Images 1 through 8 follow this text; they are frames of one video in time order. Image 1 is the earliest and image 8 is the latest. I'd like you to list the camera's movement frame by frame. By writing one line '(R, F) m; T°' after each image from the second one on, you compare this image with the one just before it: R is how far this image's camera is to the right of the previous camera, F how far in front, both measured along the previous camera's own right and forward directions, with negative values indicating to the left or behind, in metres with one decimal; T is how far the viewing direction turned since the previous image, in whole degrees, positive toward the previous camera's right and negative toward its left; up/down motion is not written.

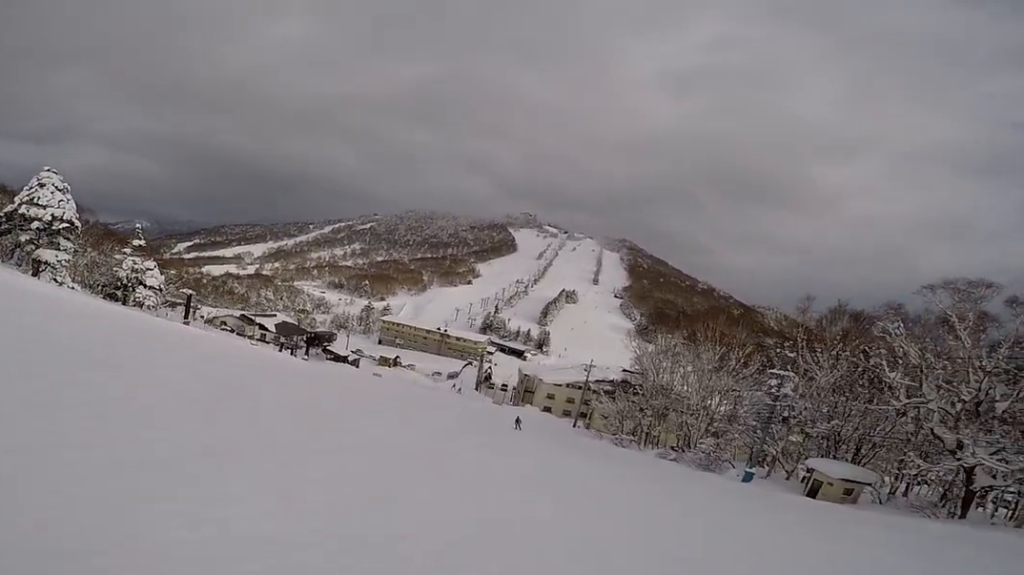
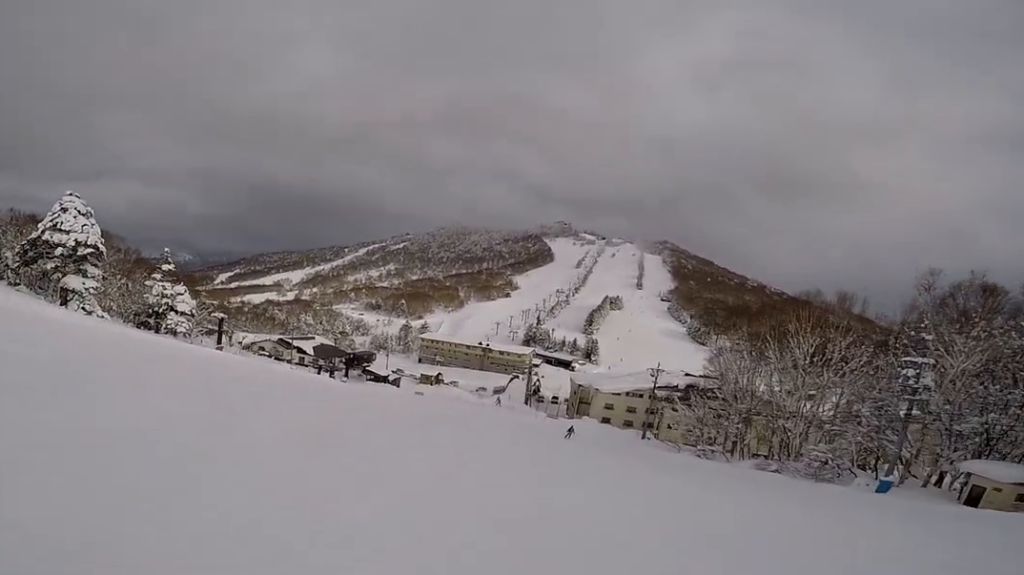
(-0.7, +4.3) m; -9°
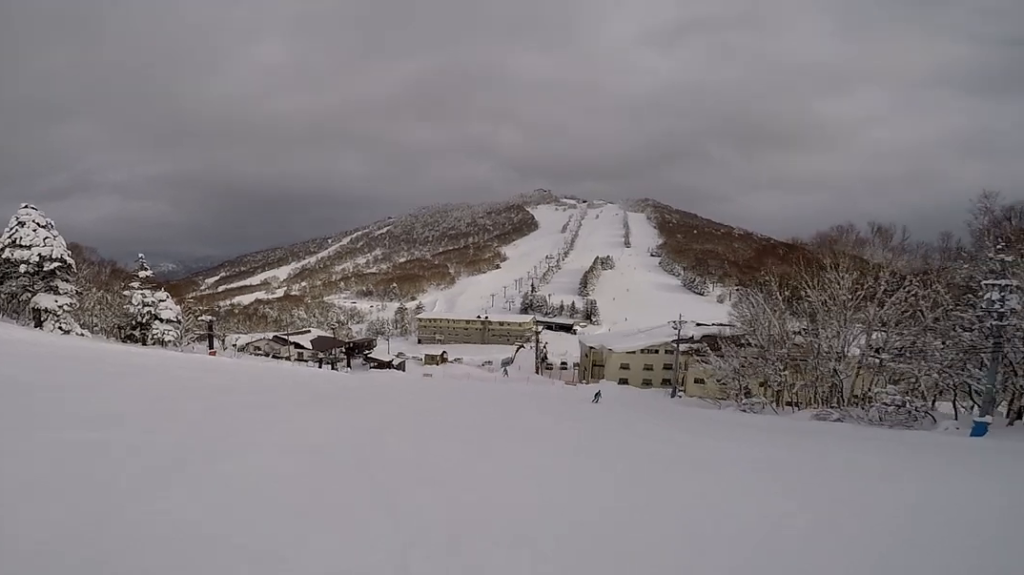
(-0.1, +3.7) m; 0°
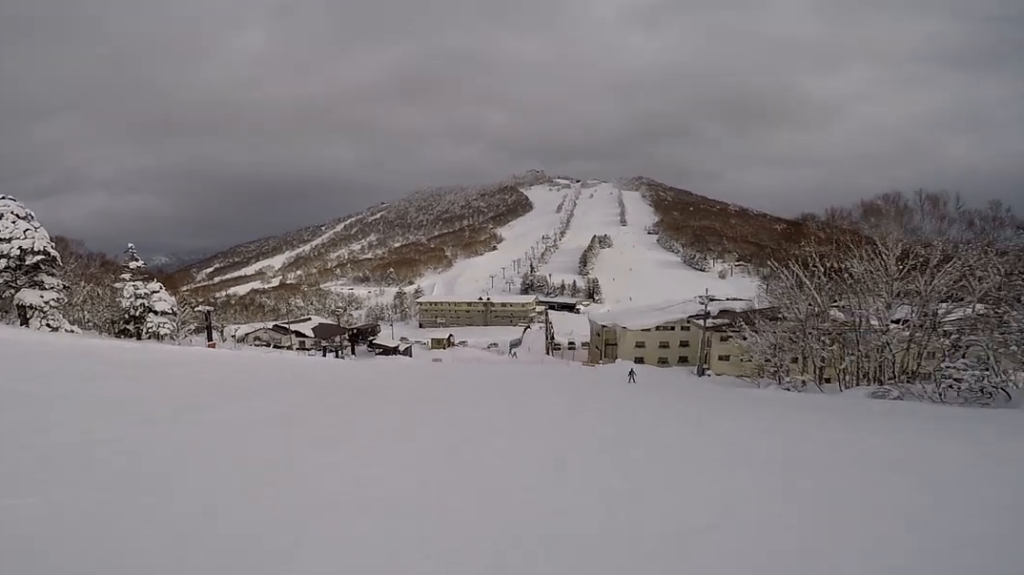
(0.0, +3.5) m; +5°
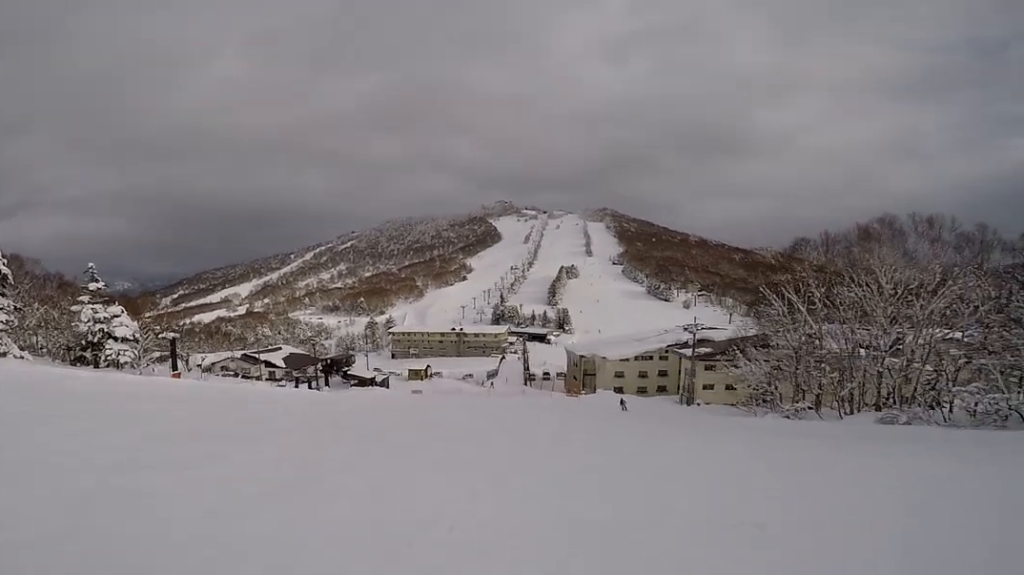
(-0.2, +3.1) m; +8°
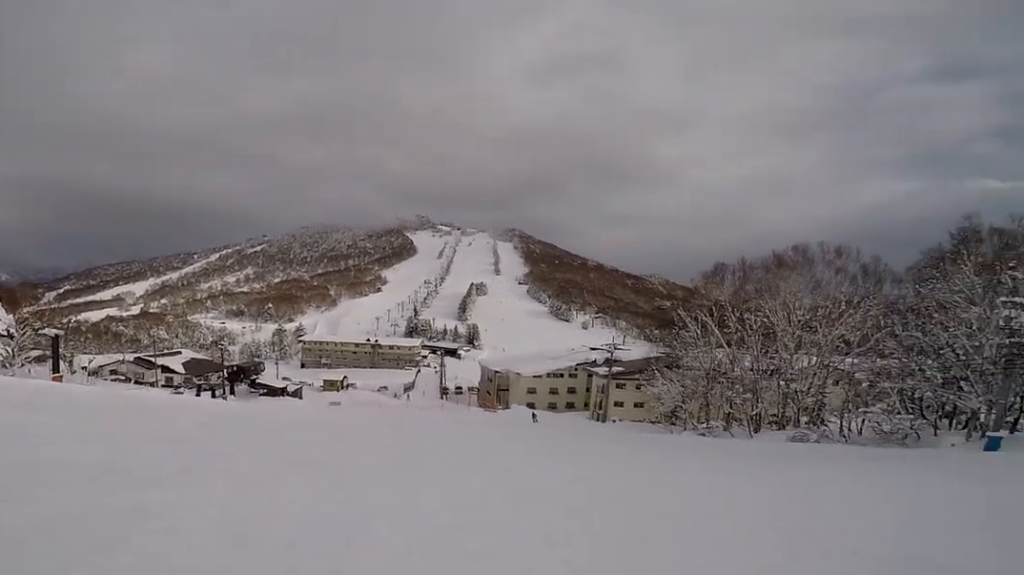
(+0.3, +2.9) m; +11°
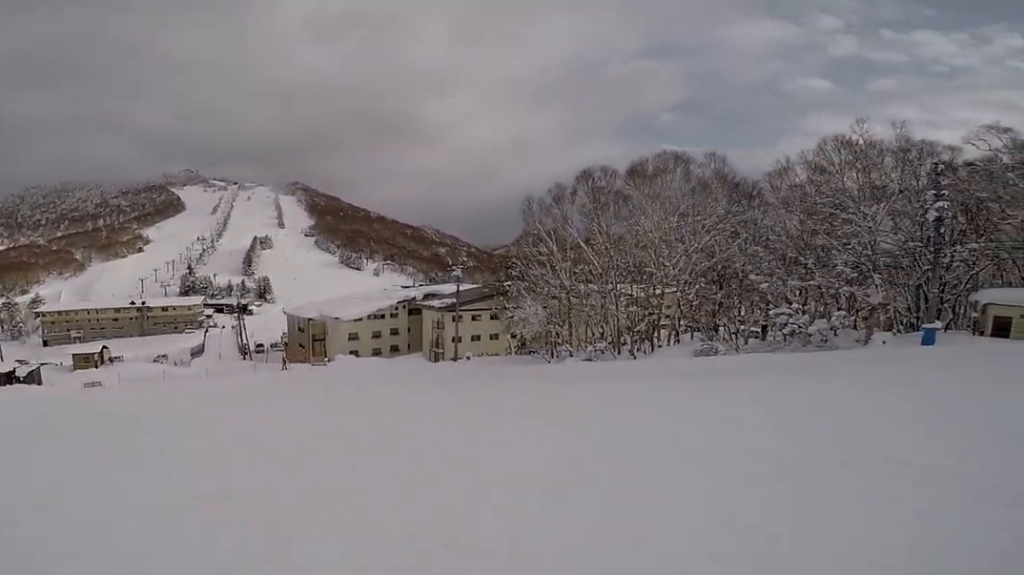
(+6.8, +10.2) m; +56°
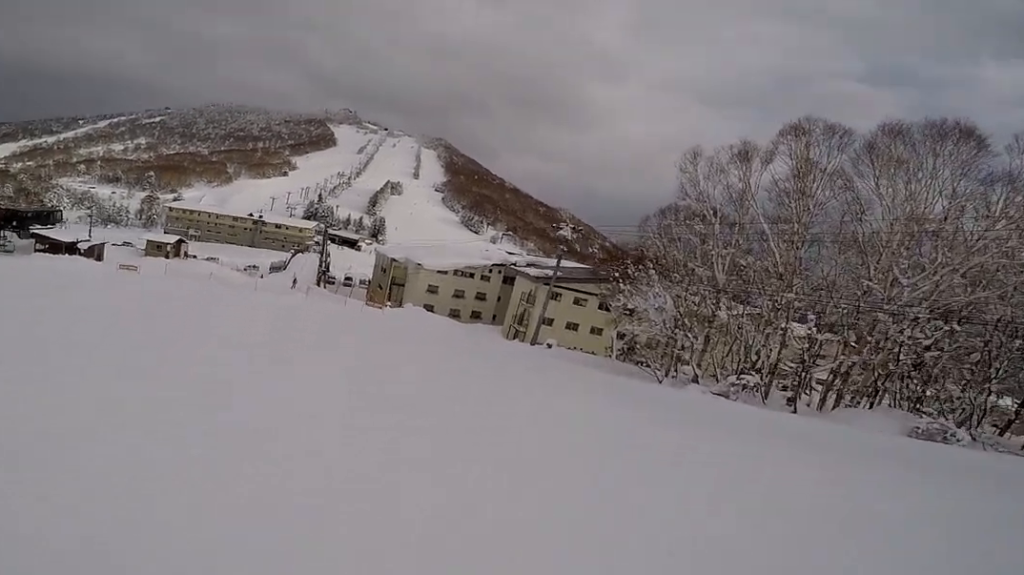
(-1.6, +9.8) m; -32°
